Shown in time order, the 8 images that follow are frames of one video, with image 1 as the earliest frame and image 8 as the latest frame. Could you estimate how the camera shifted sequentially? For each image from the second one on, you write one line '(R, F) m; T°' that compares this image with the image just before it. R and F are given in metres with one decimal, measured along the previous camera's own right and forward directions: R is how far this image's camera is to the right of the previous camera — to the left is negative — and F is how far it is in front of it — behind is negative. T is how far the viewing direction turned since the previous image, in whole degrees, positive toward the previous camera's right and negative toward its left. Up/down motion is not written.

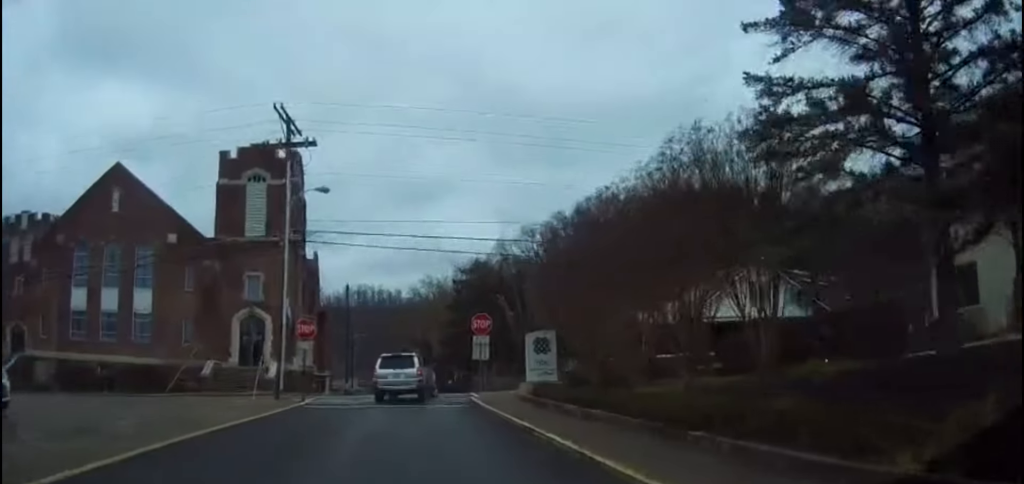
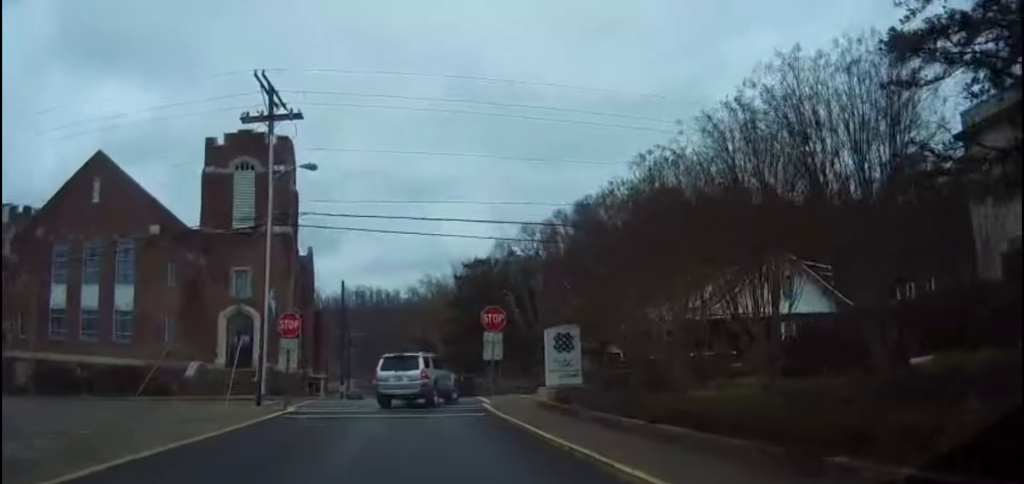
(-0.3, +3.5) m; +2°
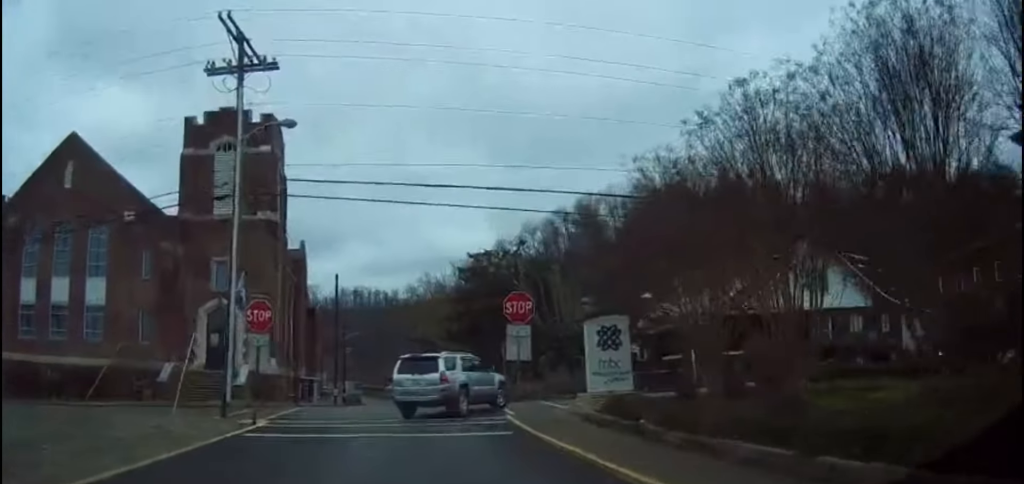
(+0.6, +4.7) m; +3°
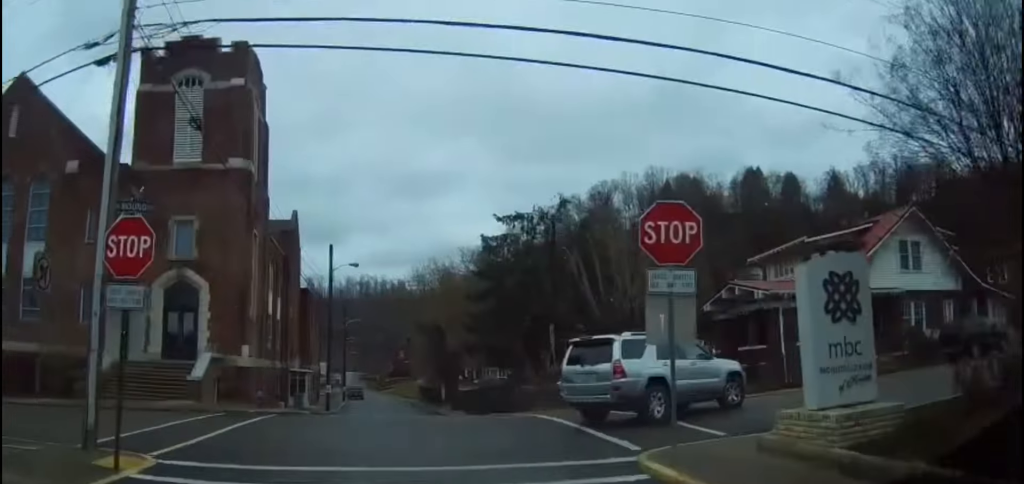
(-0.4, +9.8) m; -7°
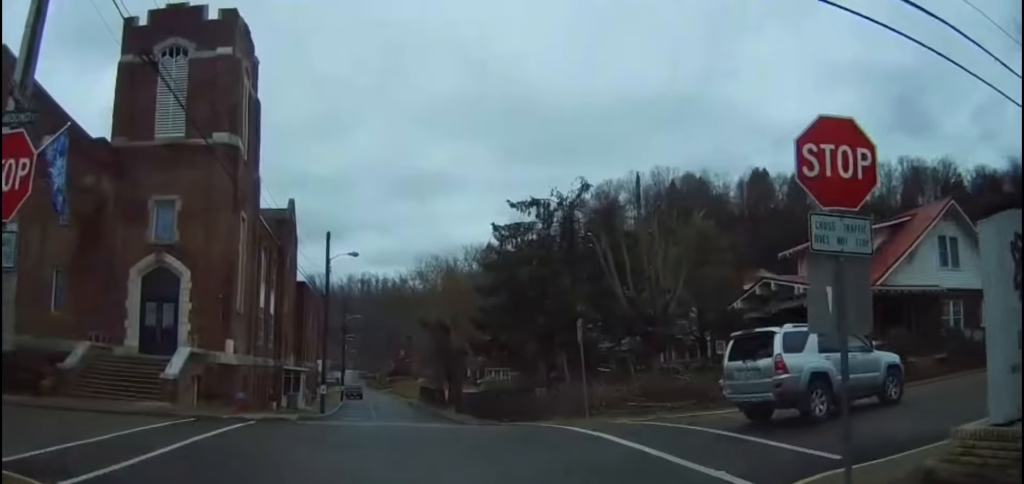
(-0.2, +4.0) m; -3°
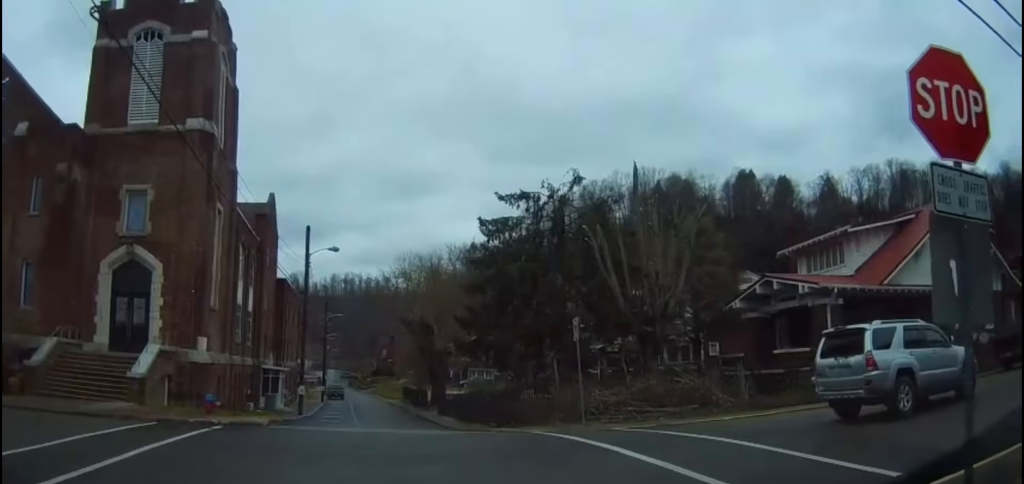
(0.0, +1.9) m; 0°
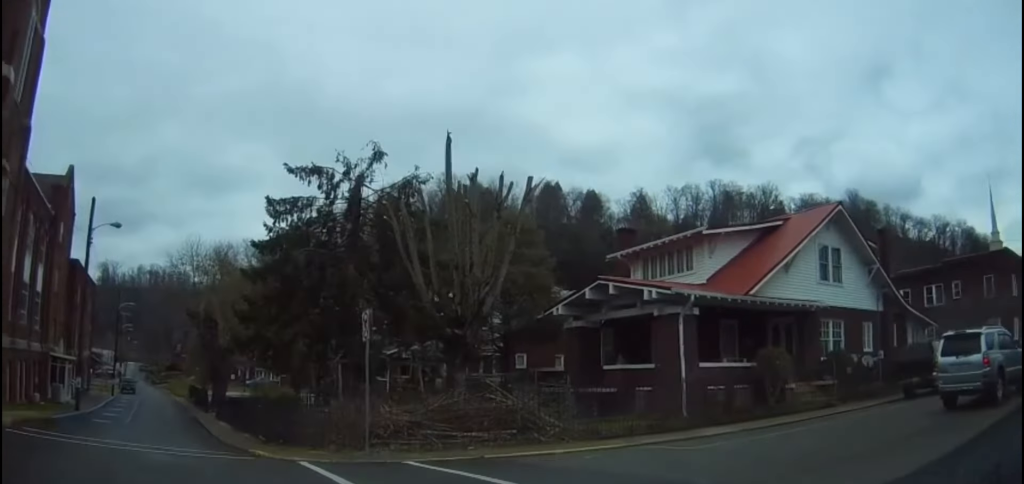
(+0.8, +4.9) m; +29°
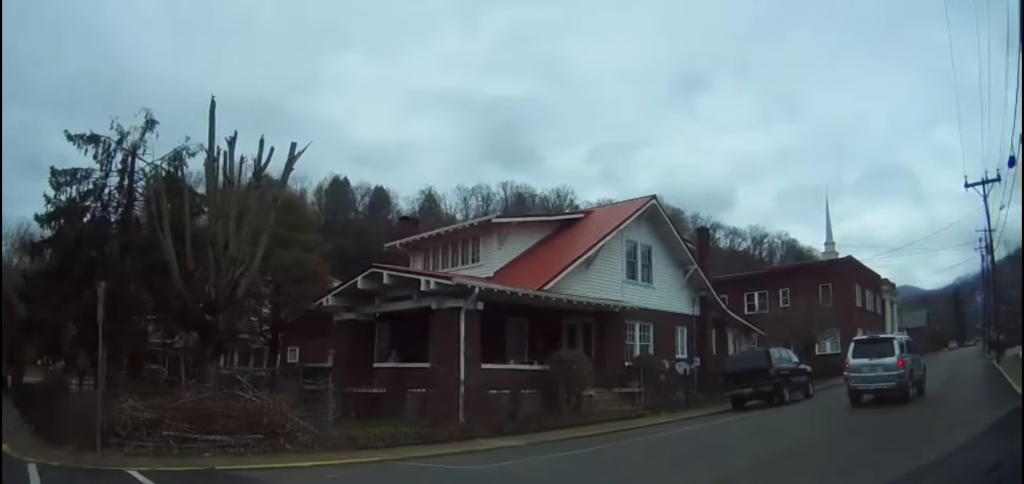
(+0.4, +2.4) m; +16°
